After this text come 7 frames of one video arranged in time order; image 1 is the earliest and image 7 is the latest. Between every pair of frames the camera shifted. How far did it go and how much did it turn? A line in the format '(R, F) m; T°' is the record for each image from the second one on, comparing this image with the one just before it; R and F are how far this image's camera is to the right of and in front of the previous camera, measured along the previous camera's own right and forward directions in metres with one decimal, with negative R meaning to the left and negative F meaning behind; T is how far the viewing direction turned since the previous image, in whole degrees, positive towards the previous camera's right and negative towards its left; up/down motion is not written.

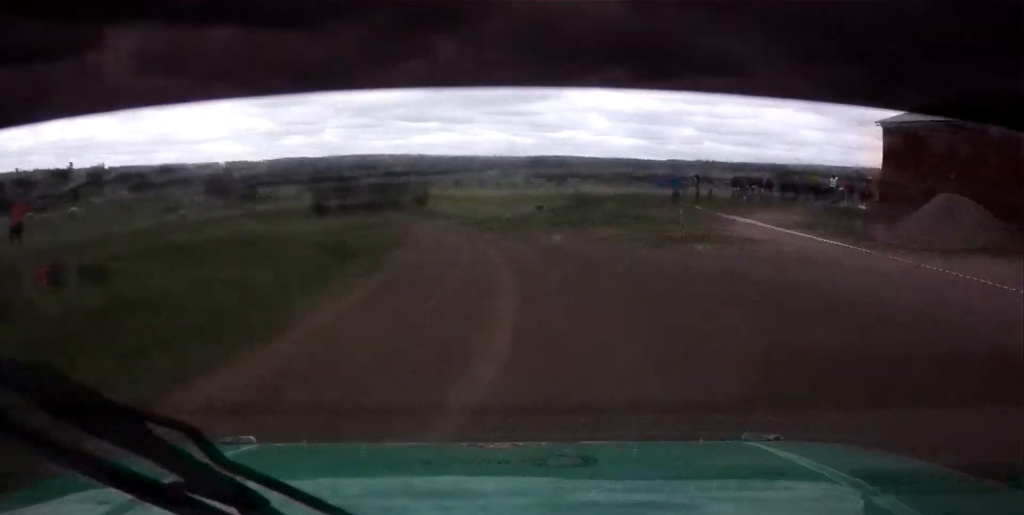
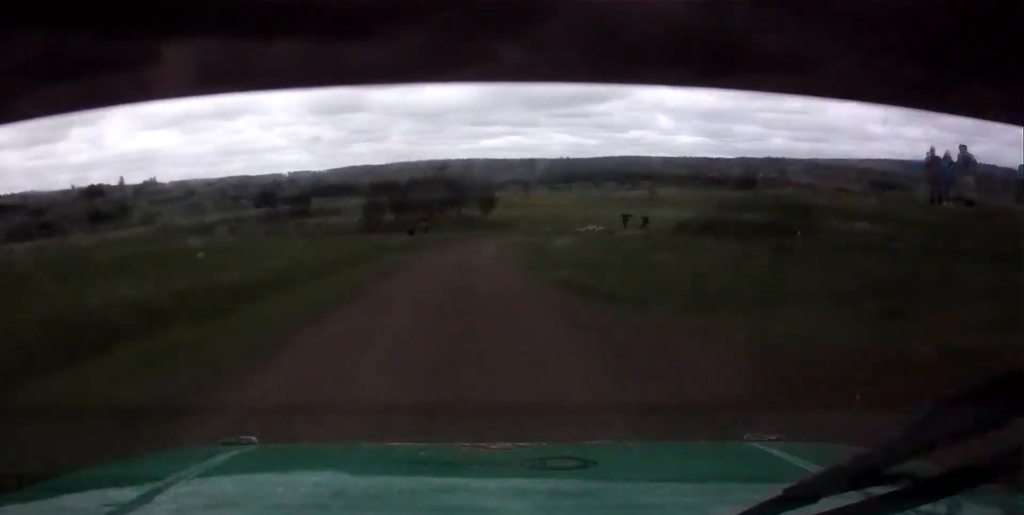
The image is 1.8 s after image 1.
(-0.8, +25.1) m; -6°
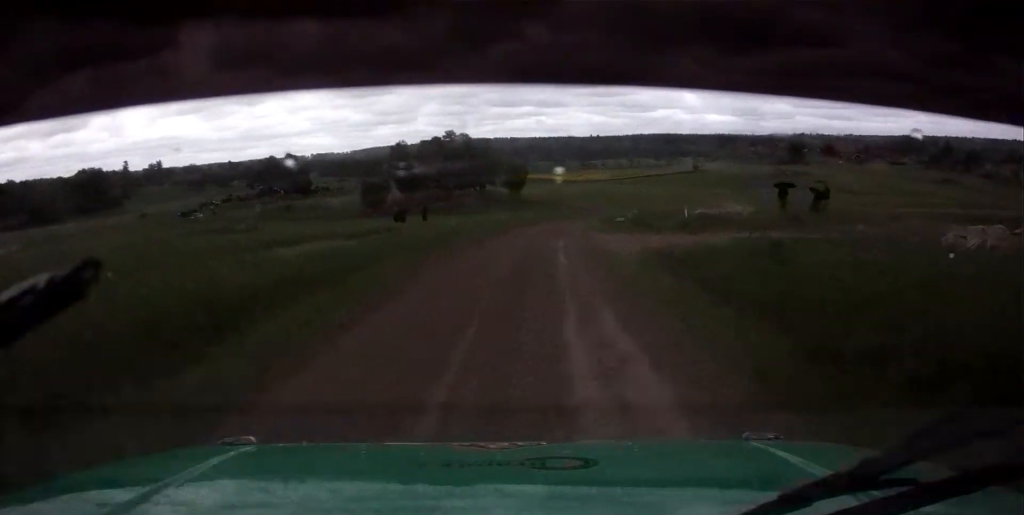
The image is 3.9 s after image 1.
(-1.0, +44.0) m; +1°
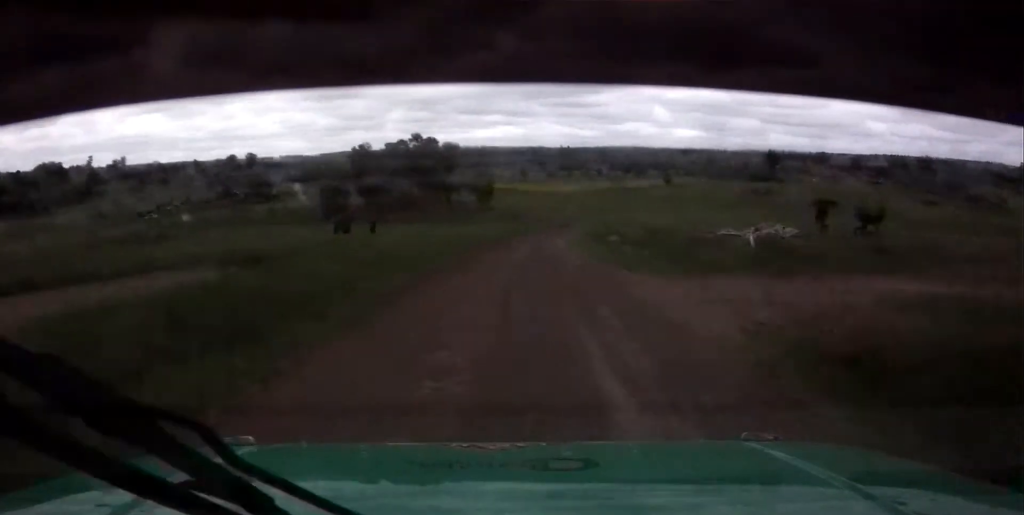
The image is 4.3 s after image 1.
(+0.3, +10.9) m; +2°
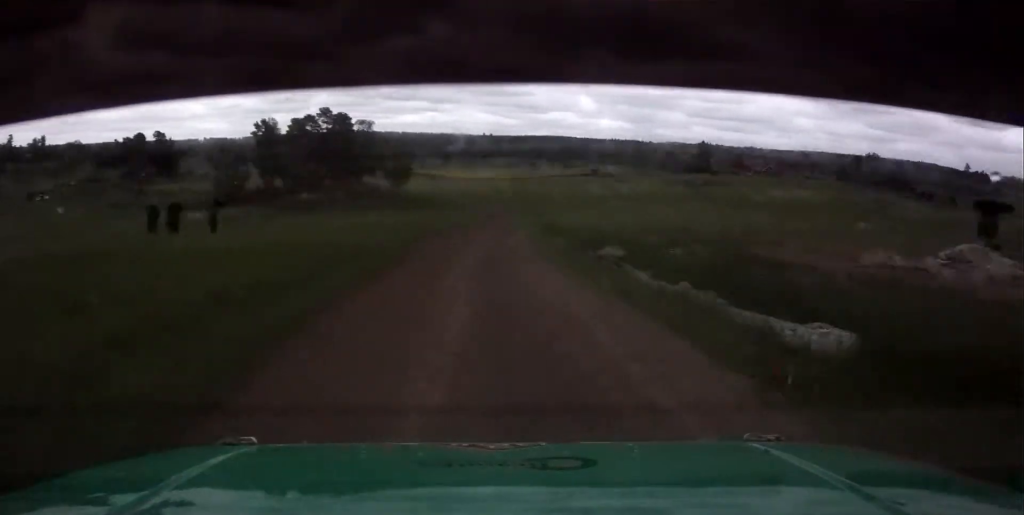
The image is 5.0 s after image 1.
(+0.3, +18.1) m; +2°
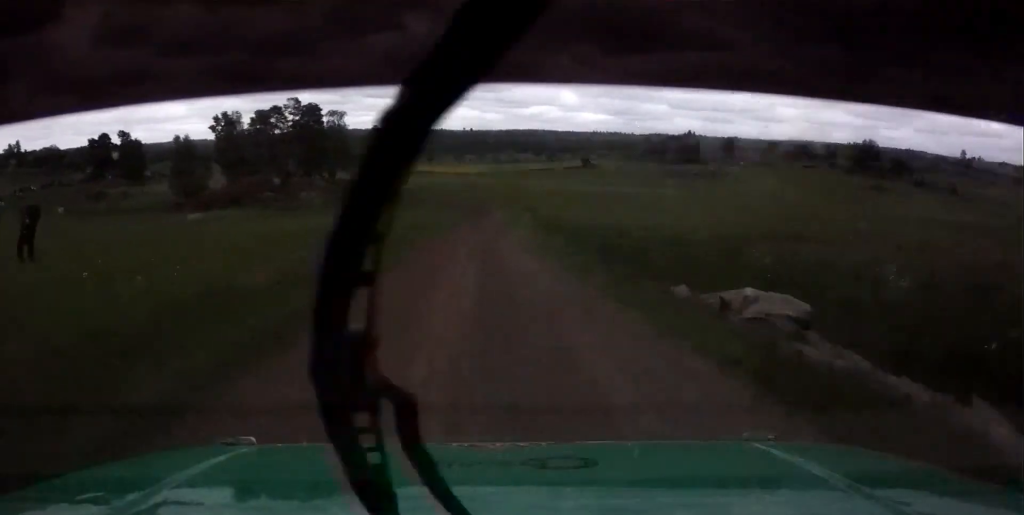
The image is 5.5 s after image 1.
(+0.3, +14.0) m; +2°
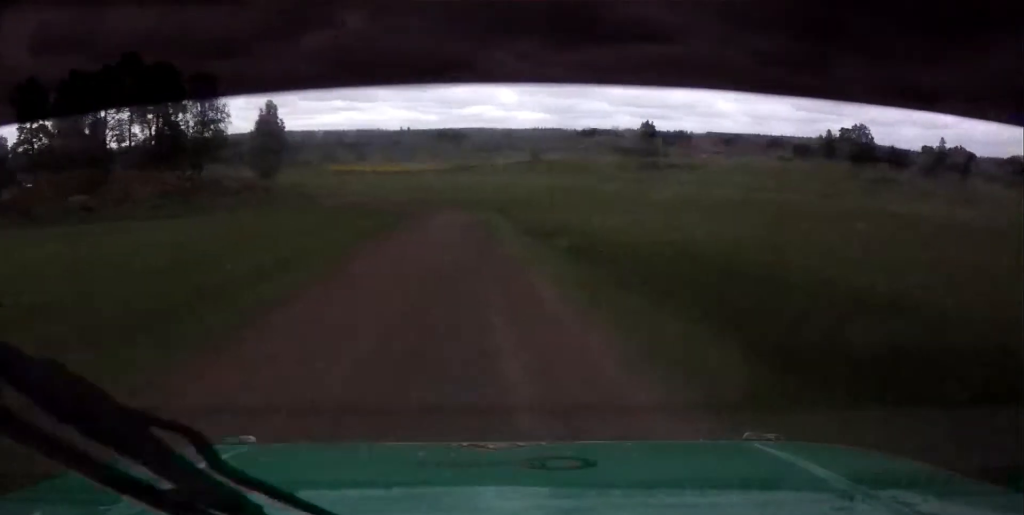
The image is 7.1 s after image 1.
(+1.6, +46.3) m; +3°
